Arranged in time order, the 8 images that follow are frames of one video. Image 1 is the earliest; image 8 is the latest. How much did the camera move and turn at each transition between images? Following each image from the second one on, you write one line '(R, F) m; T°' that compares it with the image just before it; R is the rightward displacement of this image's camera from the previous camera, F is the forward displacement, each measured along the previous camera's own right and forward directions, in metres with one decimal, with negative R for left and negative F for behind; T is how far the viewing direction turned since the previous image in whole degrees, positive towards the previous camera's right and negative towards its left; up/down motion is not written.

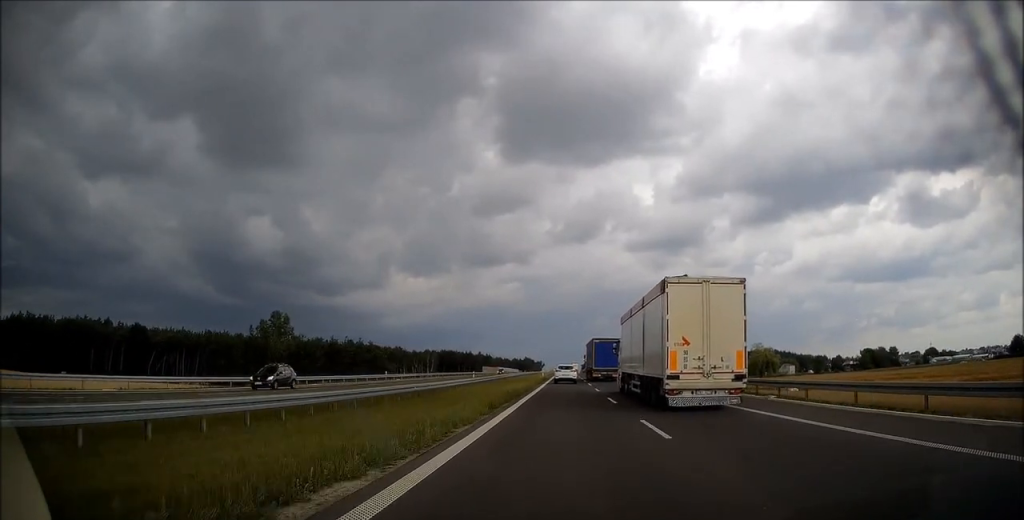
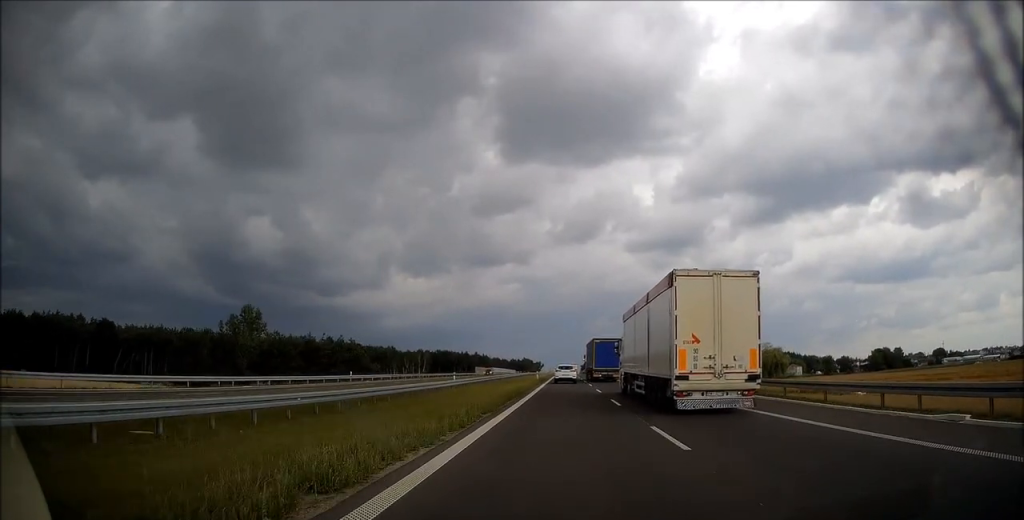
(0.0, +13.6) m; 0°
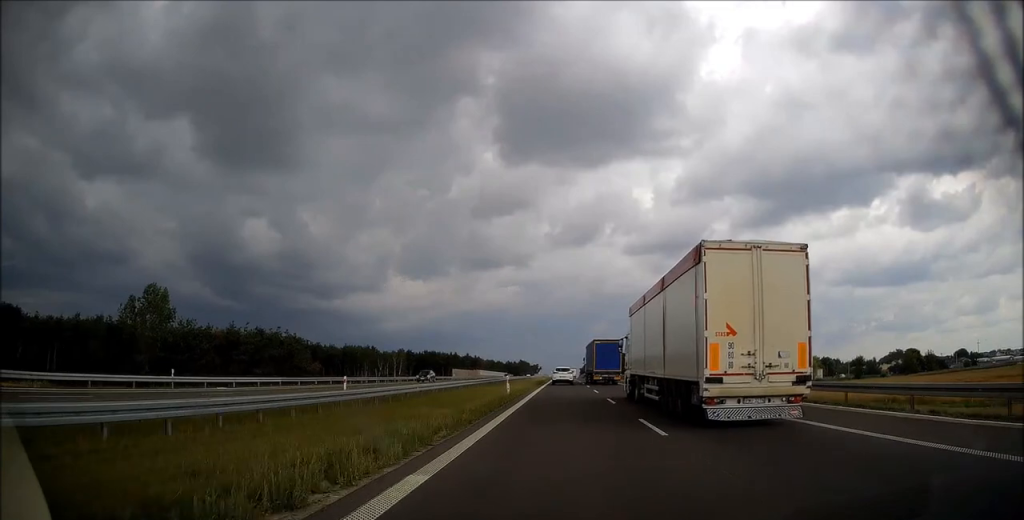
(+0.1, +33.4) m; 0°
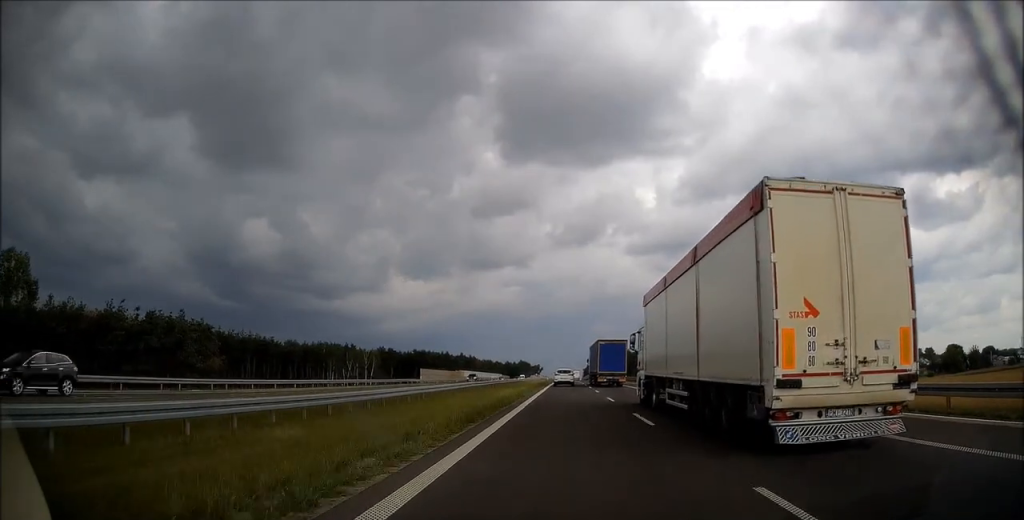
(-0.1, +33.2) m; 0°
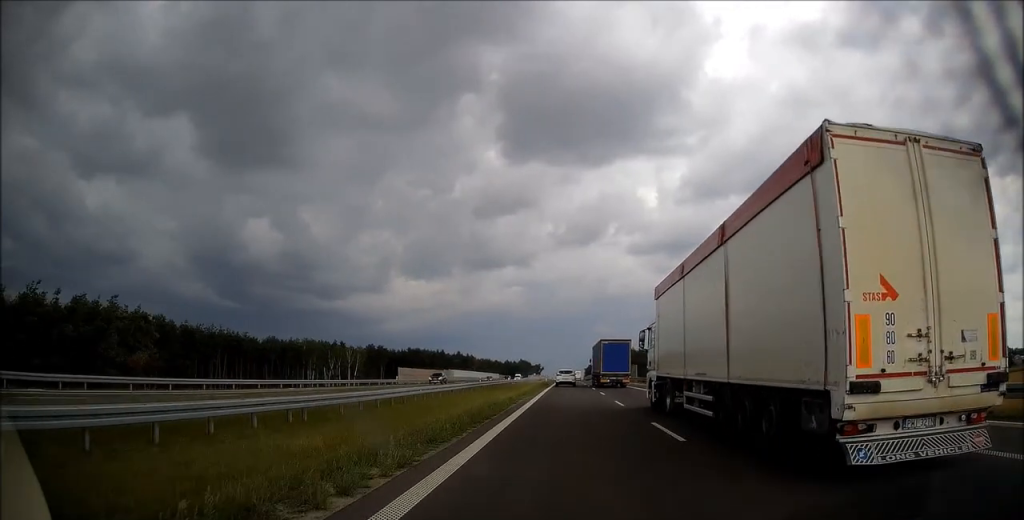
(+0.1, +15.2) m; 0°
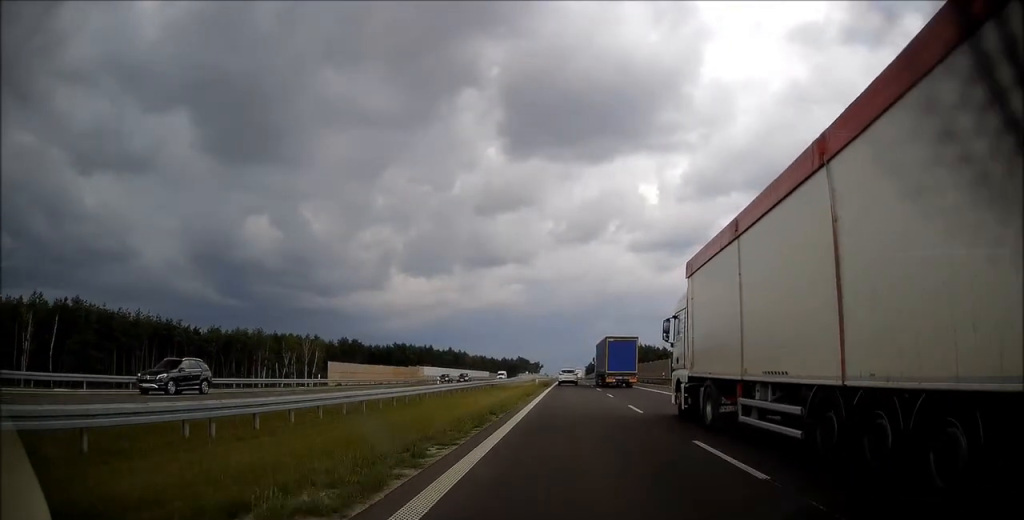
(-0.2, +28.0) m; 0°
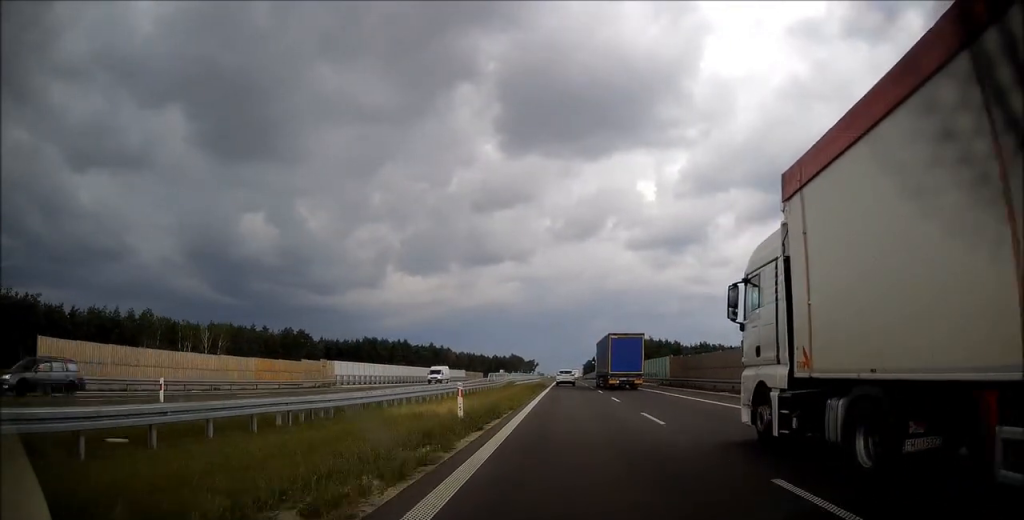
(0.0, +39.9) m; 0°
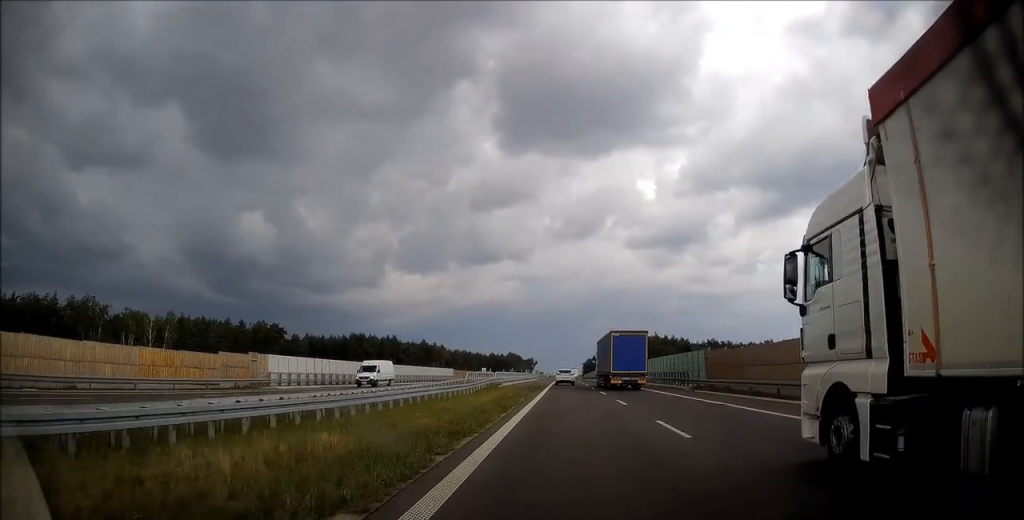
(-0.1, +15.2) m; 0°
